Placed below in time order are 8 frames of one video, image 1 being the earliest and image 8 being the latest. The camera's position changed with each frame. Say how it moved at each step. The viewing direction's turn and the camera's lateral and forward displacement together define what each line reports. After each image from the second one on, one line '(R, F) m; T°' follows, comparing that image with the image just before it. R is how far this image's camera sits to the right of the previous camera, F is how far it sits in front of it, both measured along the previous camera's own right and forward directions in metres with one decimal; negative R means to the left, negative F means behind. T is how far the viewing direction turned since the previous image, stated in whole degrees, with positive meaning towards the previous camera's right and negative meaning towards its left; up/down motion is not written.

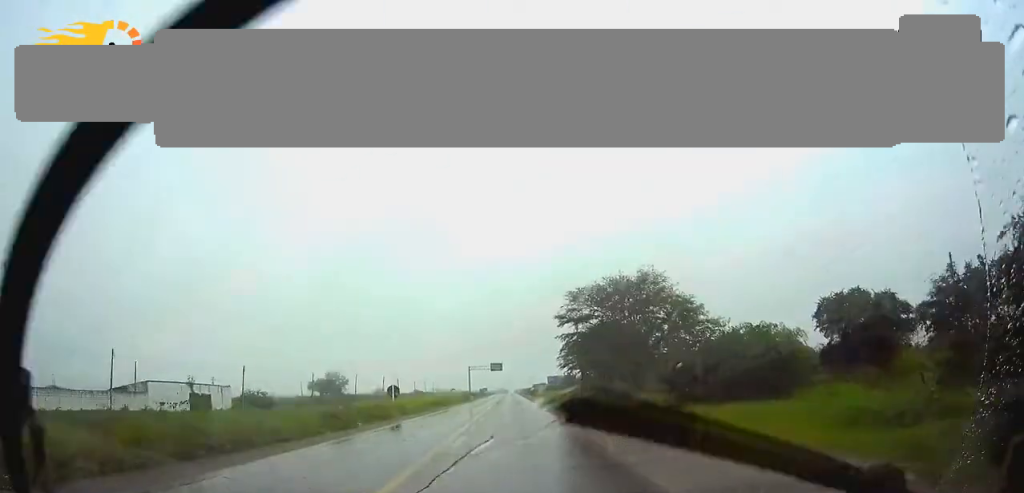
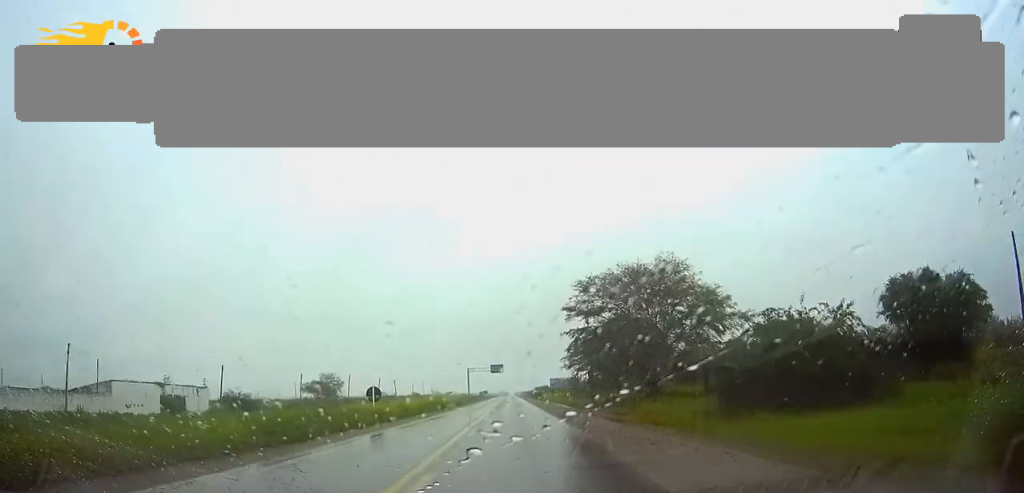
(0.0, +7.9) m; 0°
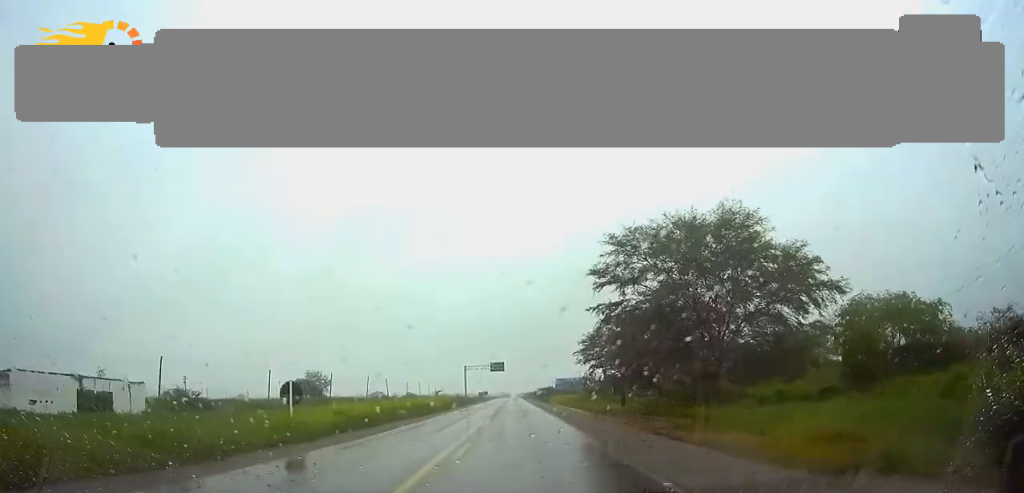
(0.0, +17.2) m; 0°
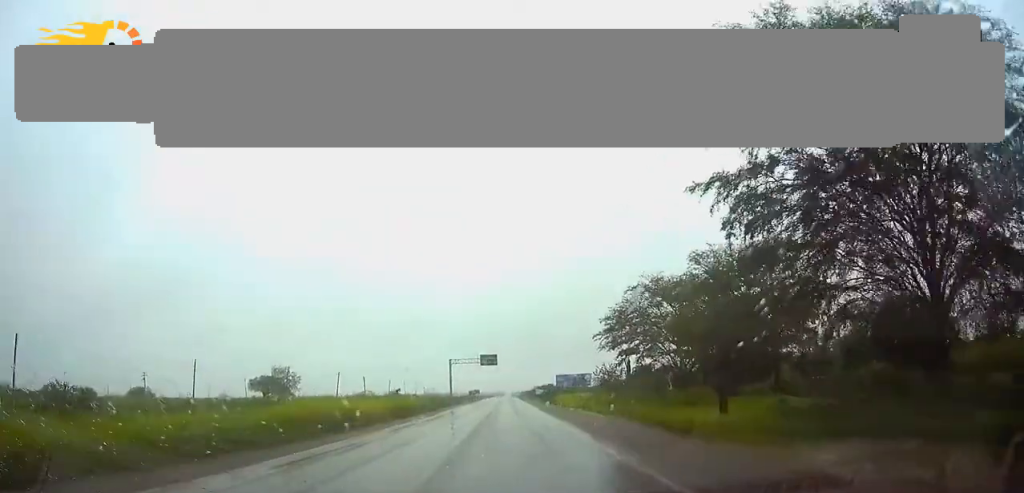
(+0.1, +24.8) m; 0°
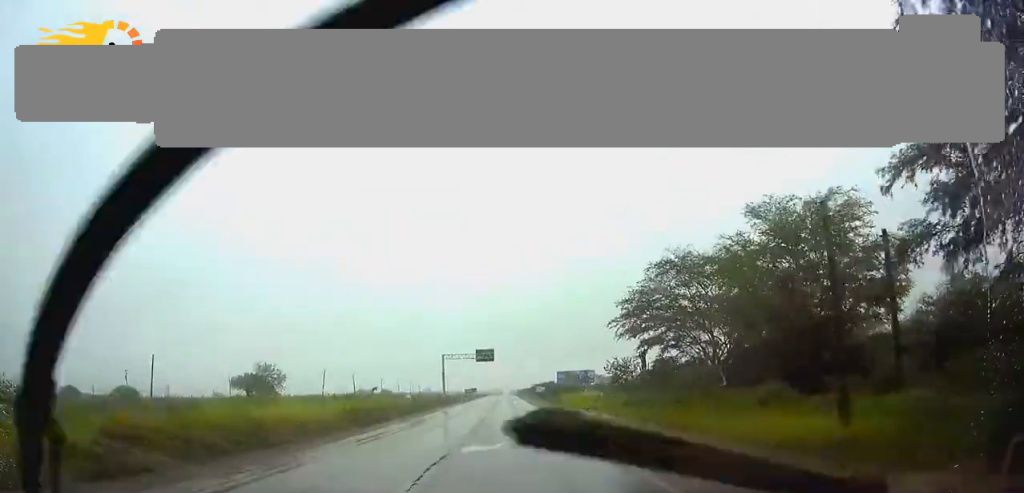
(0.0, +10.2) m; 0°
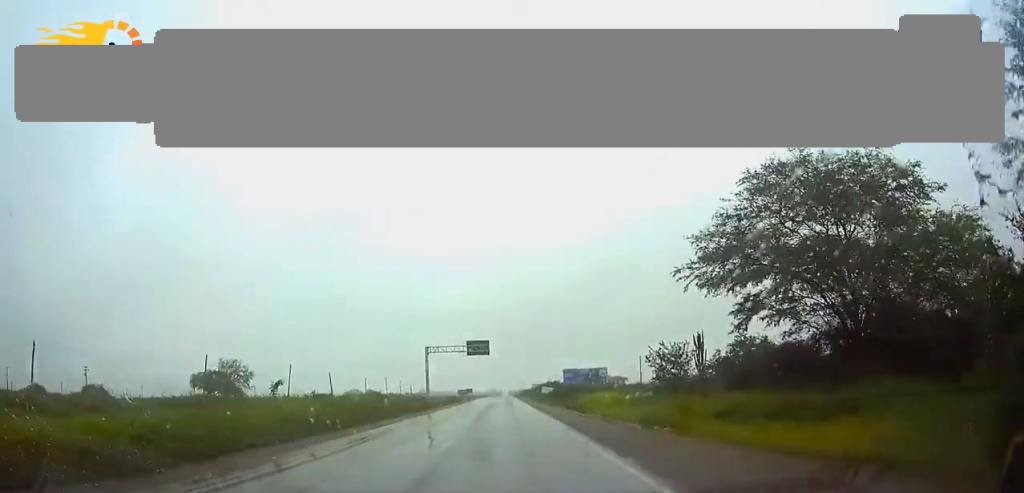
(-0.1, +21.4) m; 0°
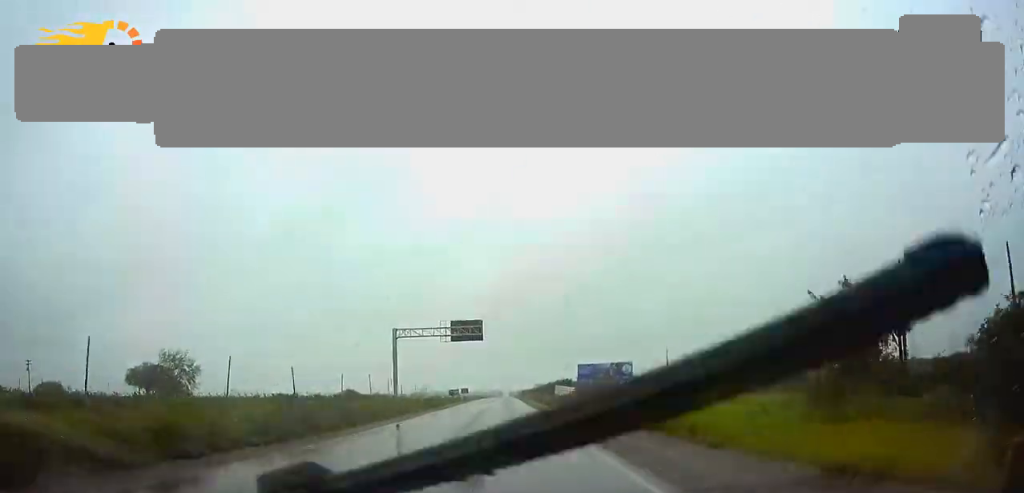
(+0.1, +26.8) m; 0°
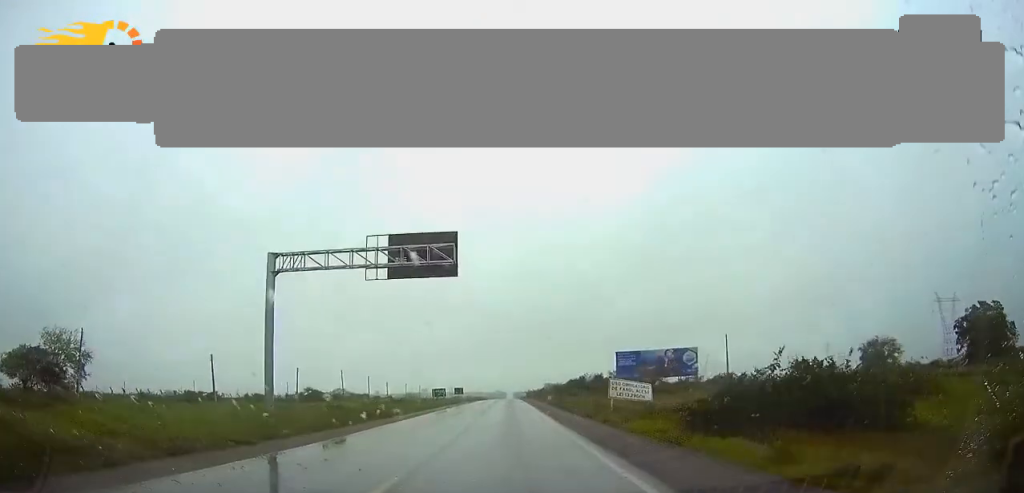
(-0.2, +36.0) m; -1°
